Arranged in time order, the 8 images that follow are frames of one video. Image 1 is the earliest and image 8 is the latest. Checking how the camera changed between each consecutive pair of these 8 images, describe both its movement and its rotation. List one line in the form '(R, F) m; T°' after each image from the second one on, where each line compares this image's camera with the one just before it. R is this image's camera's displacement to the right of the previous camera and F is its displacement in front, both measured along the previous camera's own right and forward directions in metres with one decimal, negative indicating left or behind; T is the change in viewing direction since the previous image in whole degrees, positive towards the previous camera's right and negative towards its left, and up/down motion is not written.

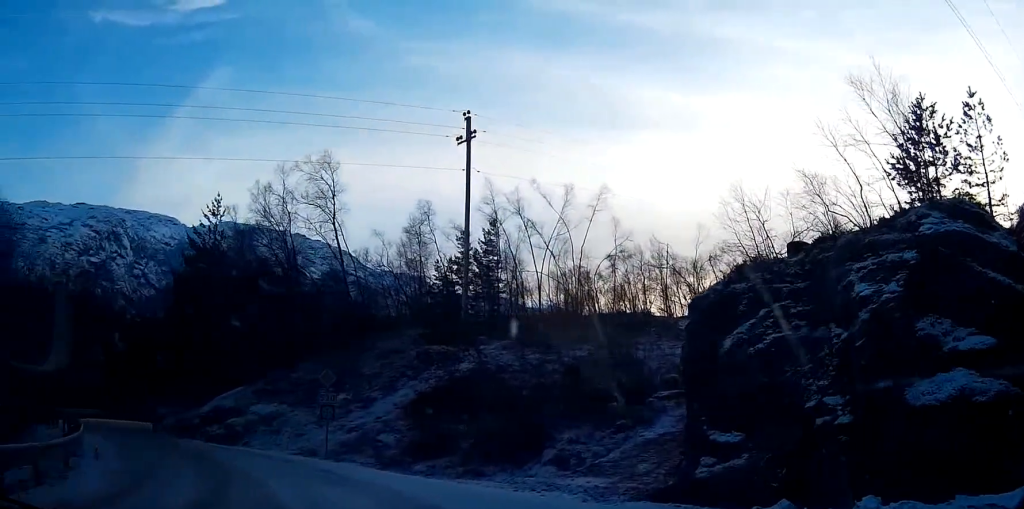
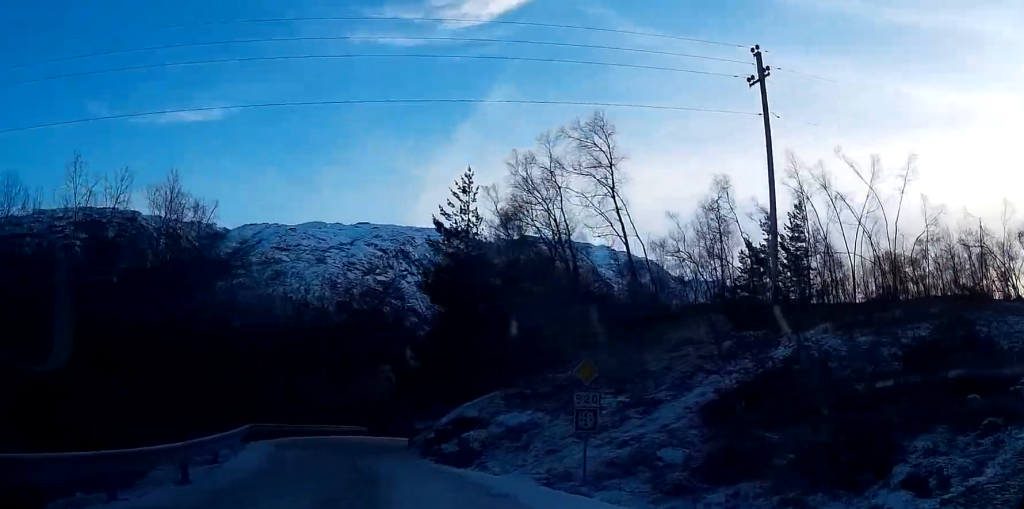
(-1.5, +7.3) m; -21°
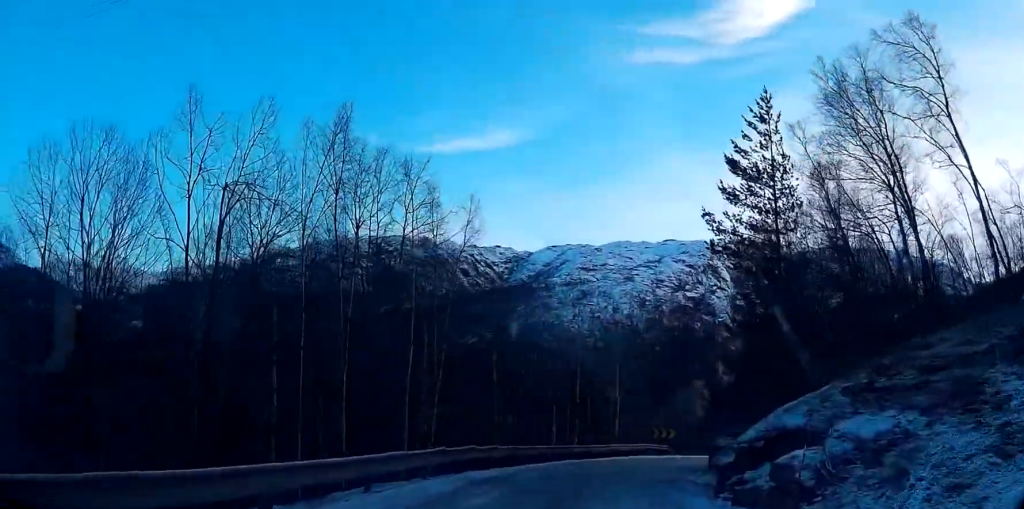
(-1.5, +10.2) m; -13°
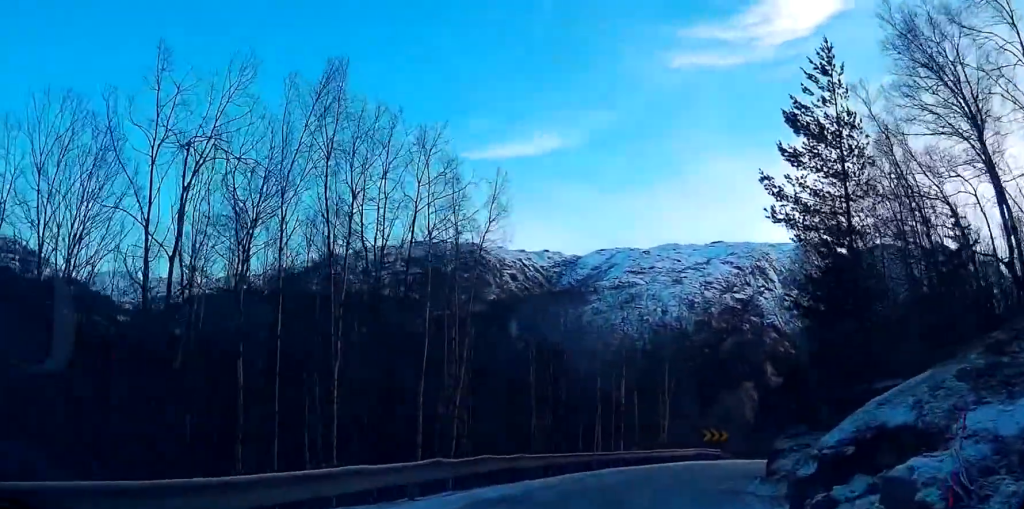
(-0.1, +4.1) m; -3°
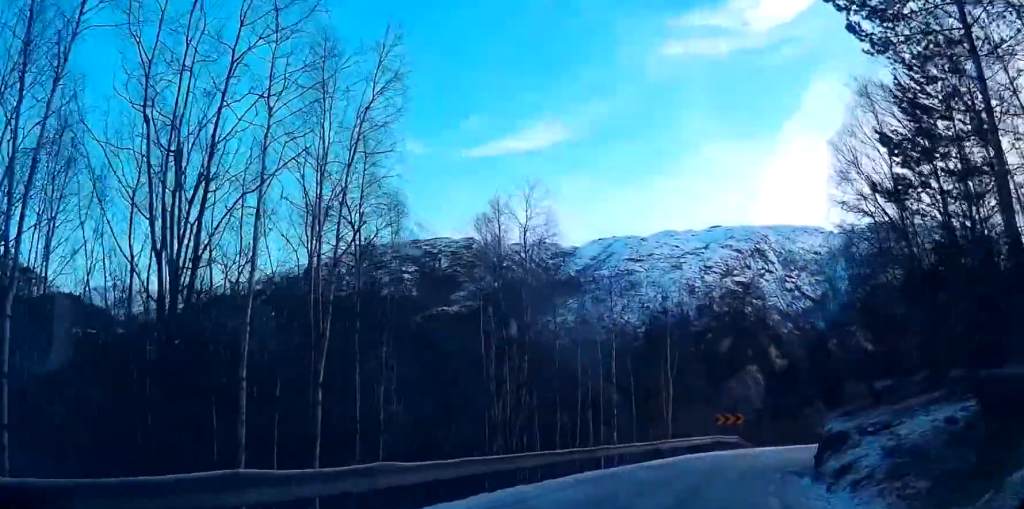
(-0.8, +11.1) m; -7°
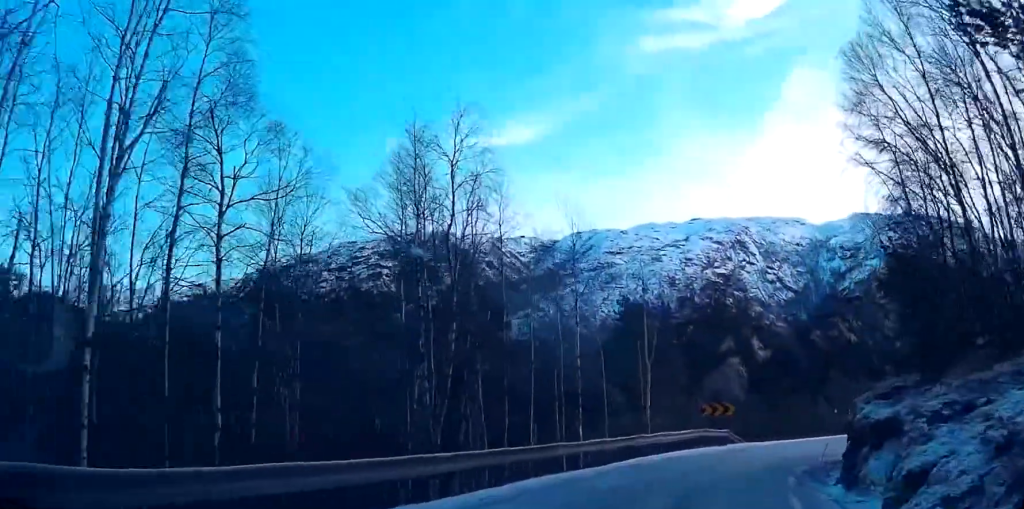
(-0.2, +6.6) m; -1°
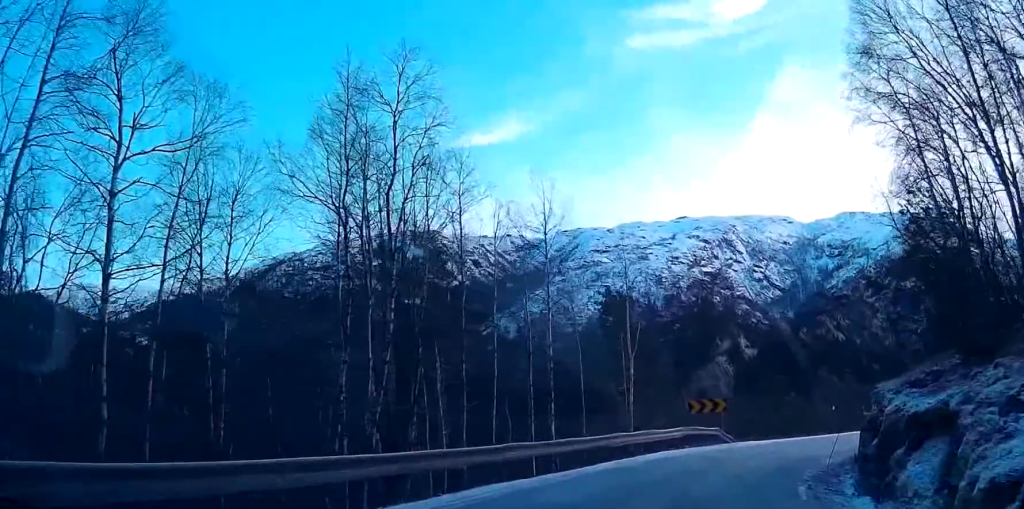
(-0.1, +3.4) m; 0°
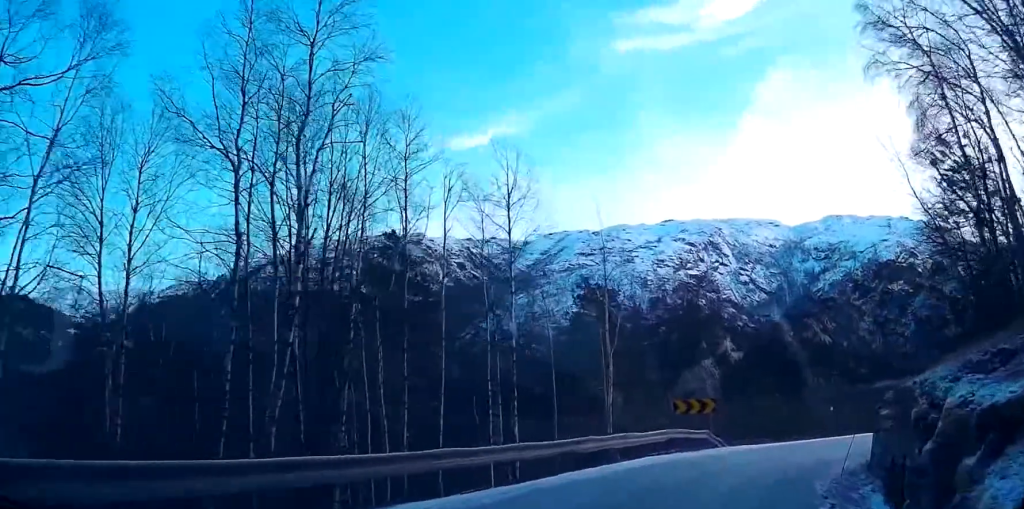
(+0.1, +3.8) m; +4°
